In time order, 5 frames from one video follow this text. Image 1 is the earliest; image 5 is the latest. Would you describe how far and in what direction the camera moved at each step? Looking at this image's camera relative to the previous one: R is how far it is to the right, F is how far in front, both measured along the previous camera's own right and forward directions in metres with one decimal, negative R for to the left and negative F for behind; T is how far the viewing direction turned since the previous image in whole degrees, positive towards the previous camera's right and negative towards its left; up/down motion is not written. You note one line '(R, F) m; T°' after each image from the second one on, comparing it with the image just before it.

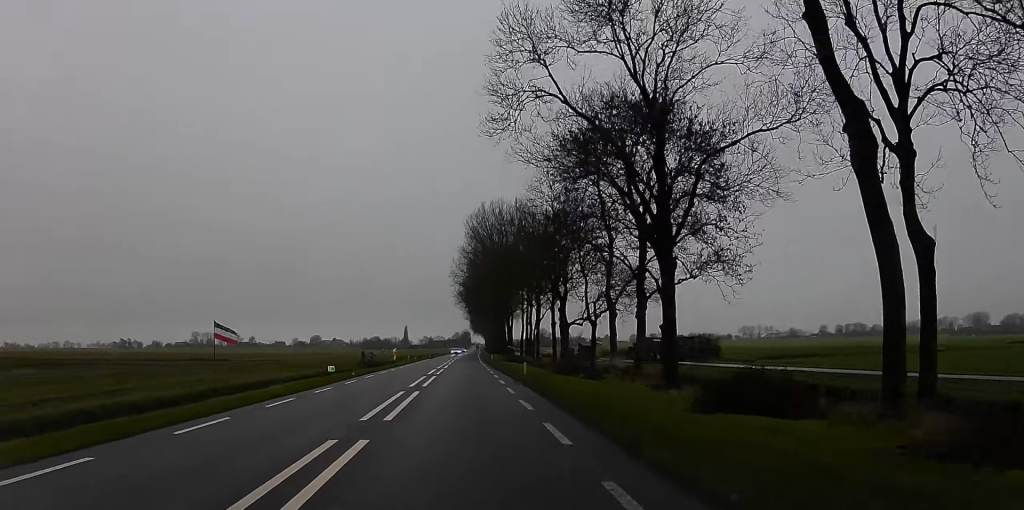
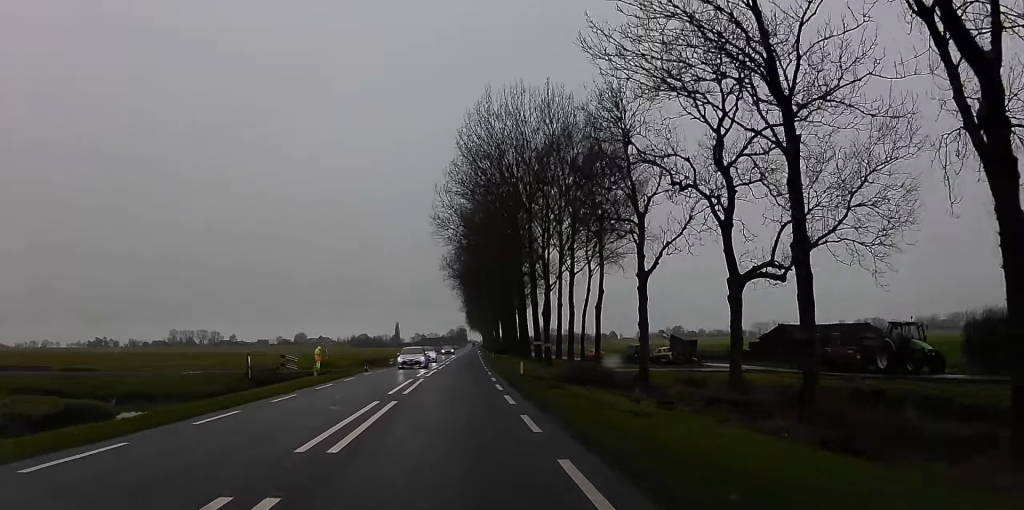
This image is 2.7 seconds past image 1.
(-2.4, +51.7) m; -2°
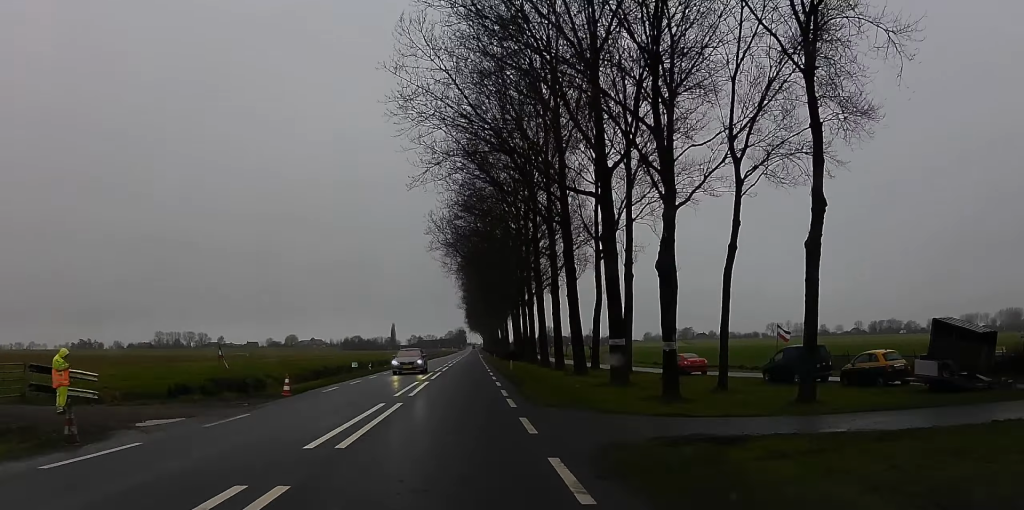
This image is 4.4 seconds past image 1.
(+1.0, +34.5) m; +1°
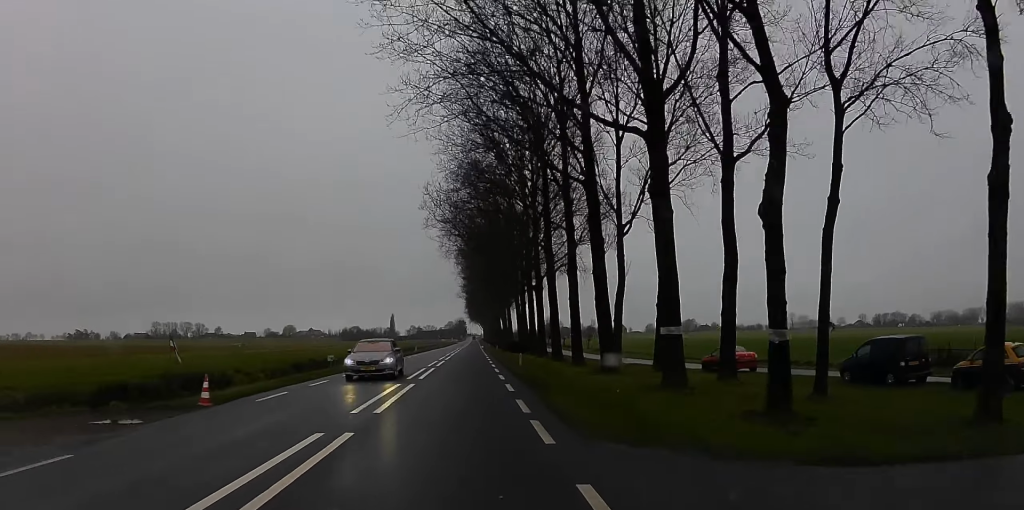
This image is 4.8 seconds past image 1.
(-0.5, +8.2) m; 0°
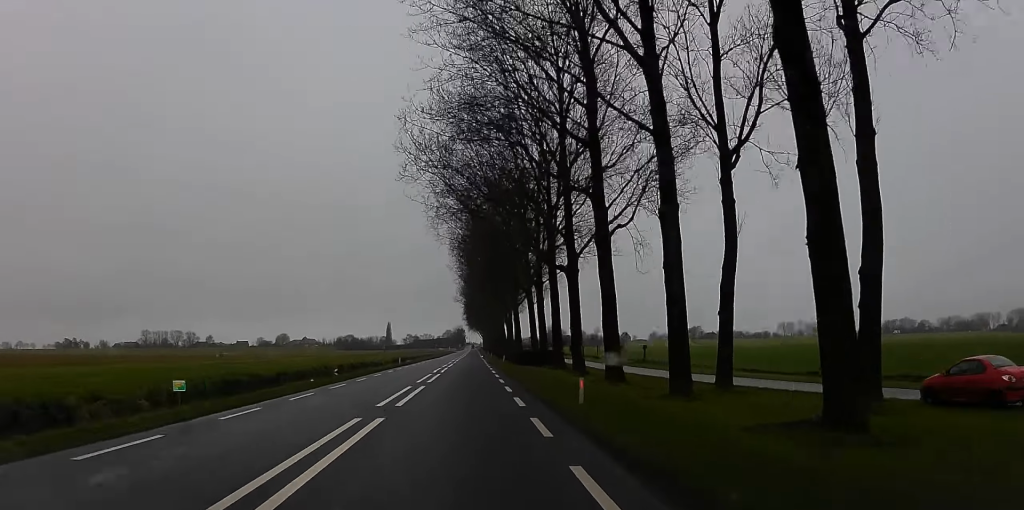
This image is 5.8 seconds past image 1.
(+0.6, +20.8) m; 0°
